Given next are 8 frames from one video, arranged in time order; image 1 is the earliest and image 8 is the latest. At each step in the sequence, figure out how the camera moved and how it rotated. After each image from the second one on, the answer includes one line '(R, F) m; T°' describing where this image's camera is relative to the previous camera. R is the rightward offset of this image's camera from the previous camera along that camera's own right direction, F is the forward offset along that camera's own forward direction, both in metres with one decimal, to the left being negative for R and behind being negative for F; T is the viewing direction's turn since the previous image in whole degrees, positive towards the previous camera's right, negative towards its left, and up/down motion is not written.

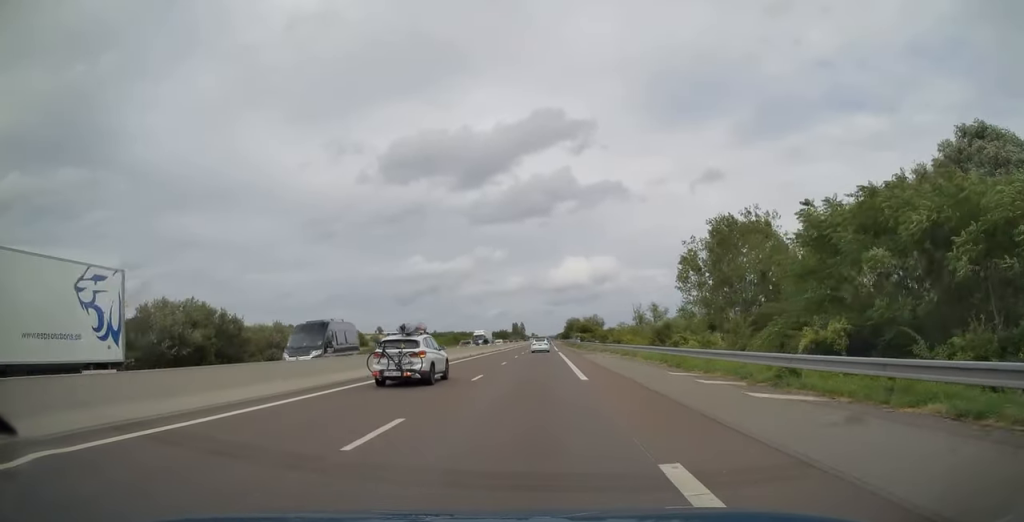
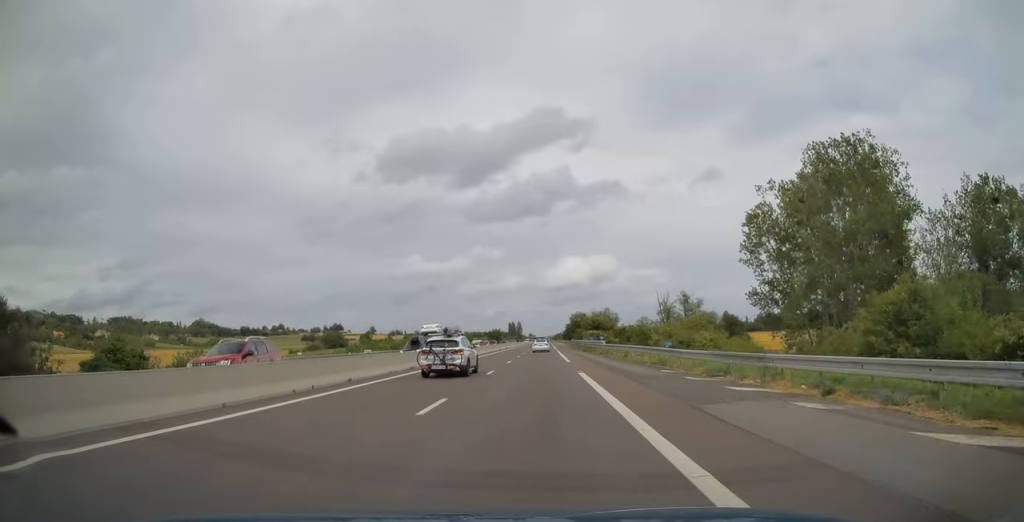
(-0.1, +35.5) m; +1°
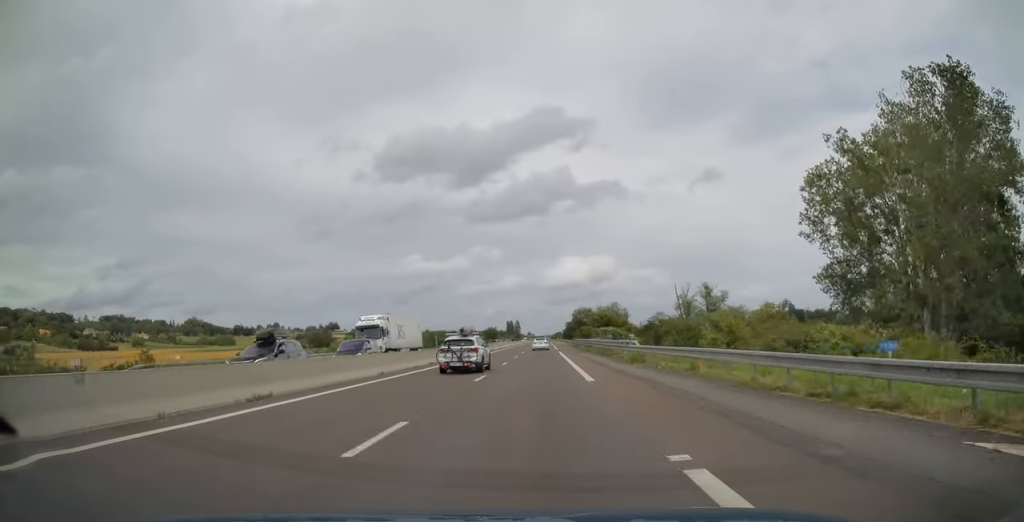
(0.0, +17.2) m; +1°
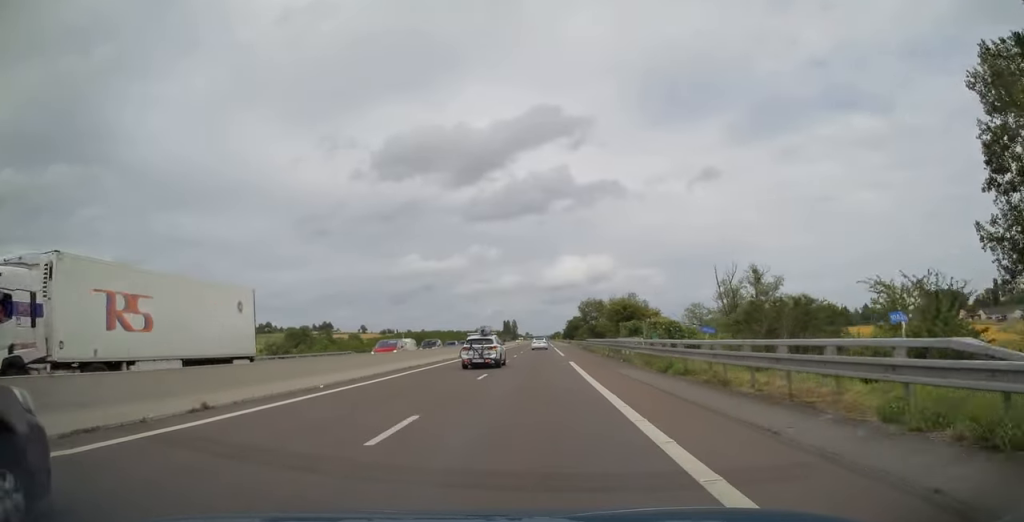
(+0.3, +25.2) m; 0°
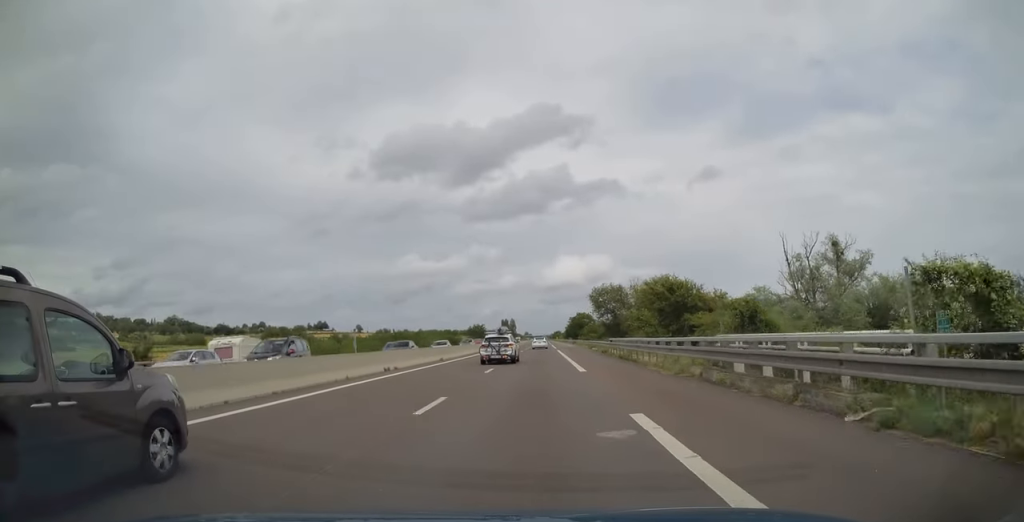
(-0.1, +23.0) m; 0°
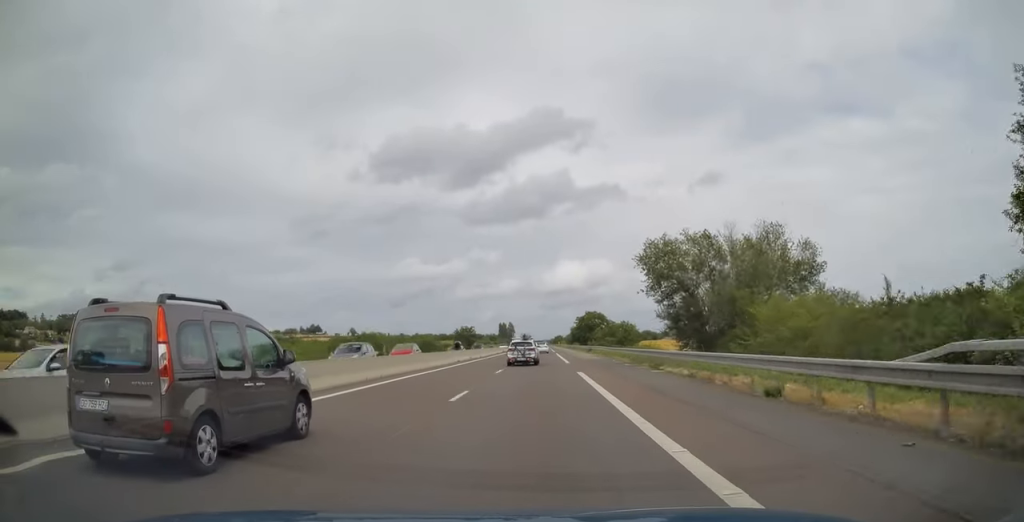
(-0.2, +35.4) m; 0°
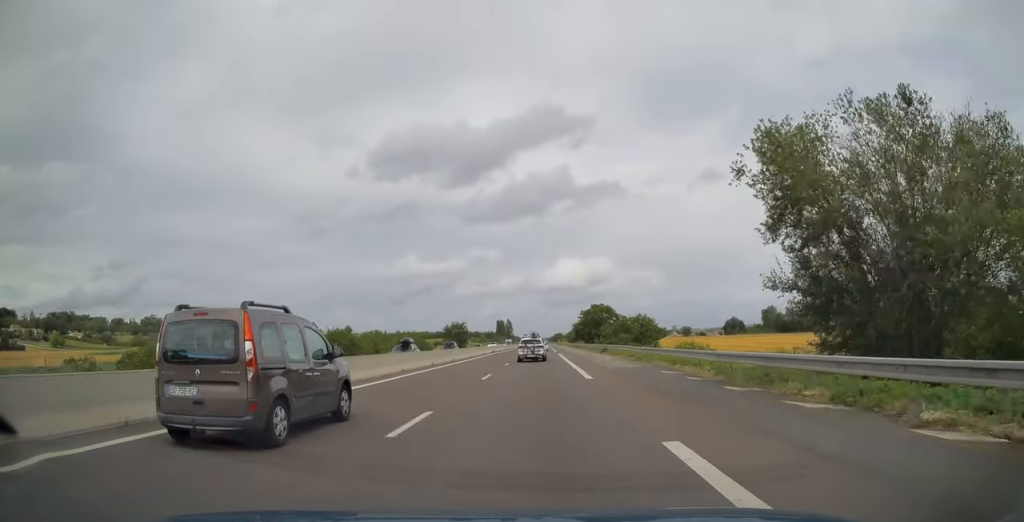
(0.0, +18.8) m; 0°
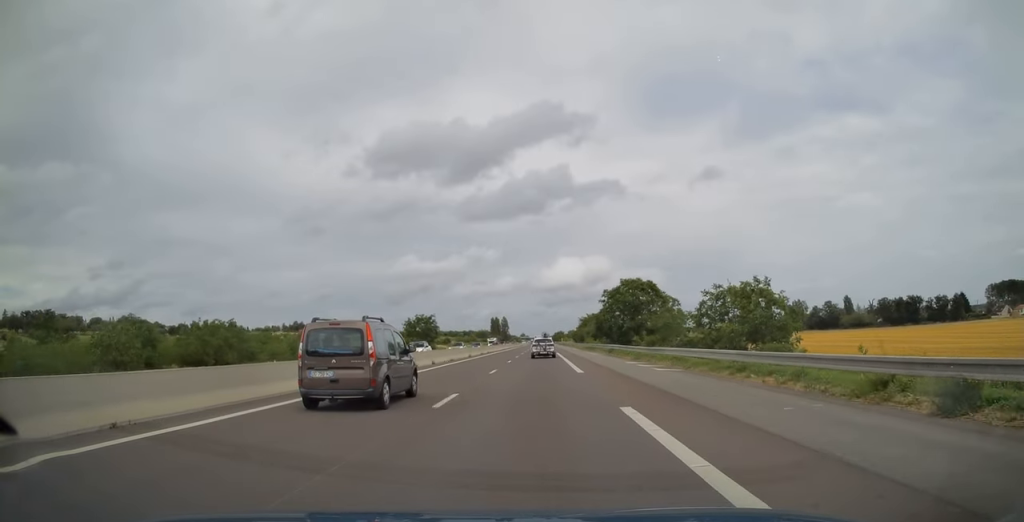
(+0.1, +48.4) m; 0°
